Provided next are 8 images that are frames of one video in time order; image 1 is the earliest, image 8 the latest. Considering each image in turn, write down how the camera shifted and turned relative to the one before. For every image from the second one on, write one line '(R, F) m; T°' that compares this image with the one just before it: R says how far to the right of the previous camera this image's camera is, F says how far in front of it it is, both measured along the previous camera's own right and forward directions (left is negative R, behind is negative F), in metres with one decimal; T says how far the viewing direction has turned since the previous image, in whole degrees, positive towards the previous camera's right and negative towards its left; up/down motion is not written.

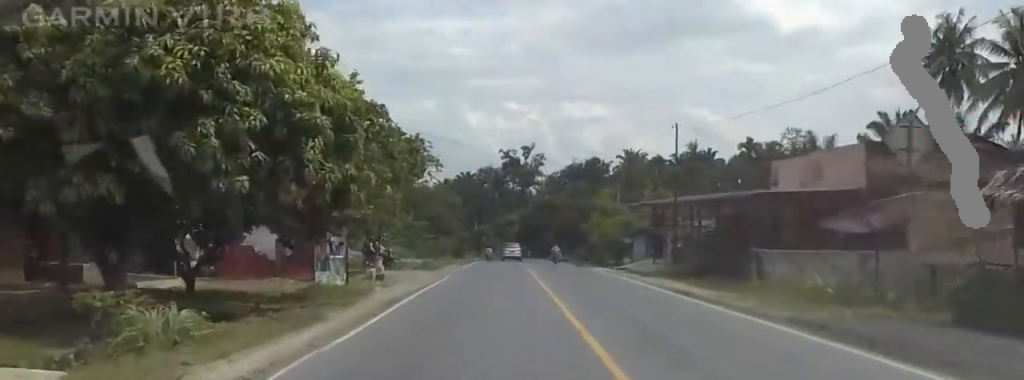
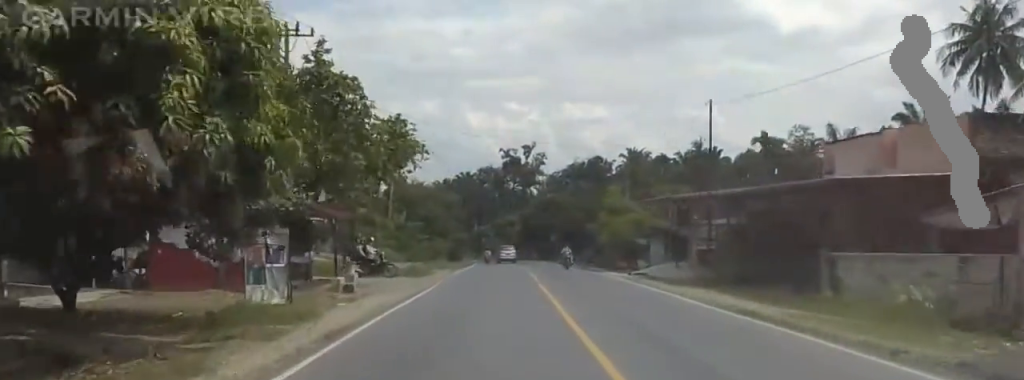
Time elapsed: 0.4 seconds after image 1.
(+0.2, +6.0) m; -1°
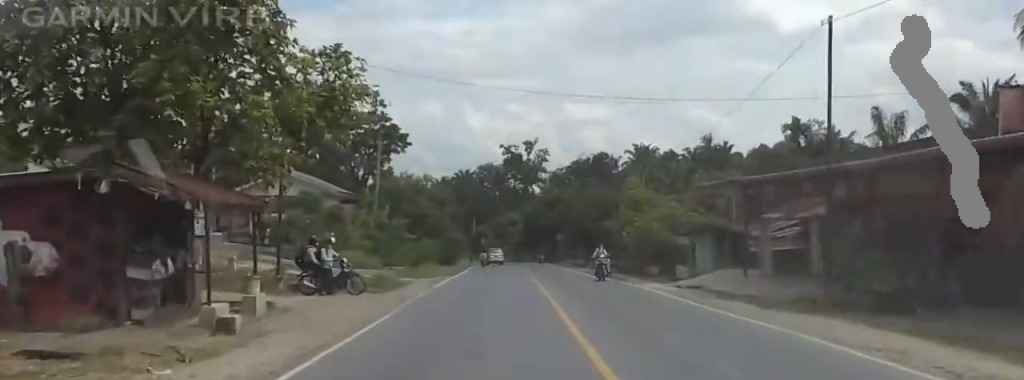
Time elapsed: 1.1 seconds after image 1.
(-0.6, +10.7) m; 0°
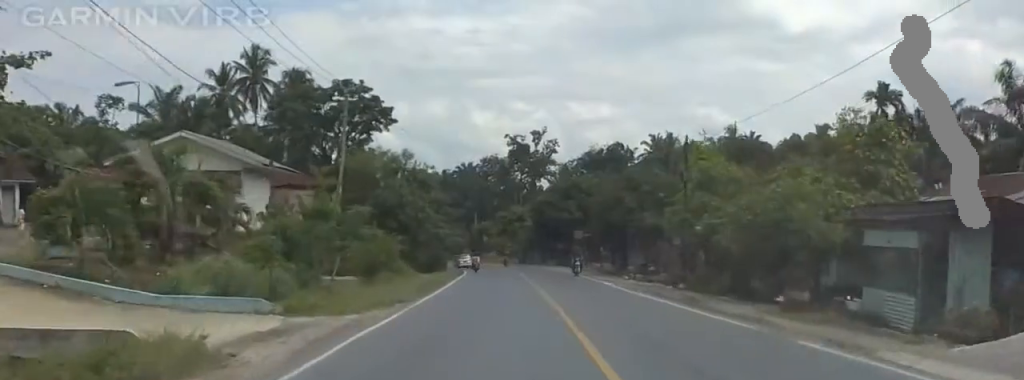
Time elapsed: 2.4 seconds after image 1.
(+0.5, +19.7) m; -4°
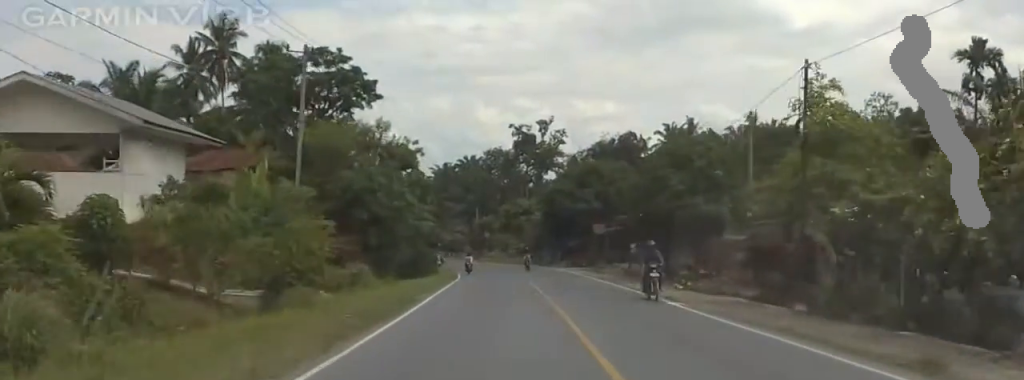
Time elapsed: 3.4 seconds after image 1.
(-1.8, +13.7) m; -11°
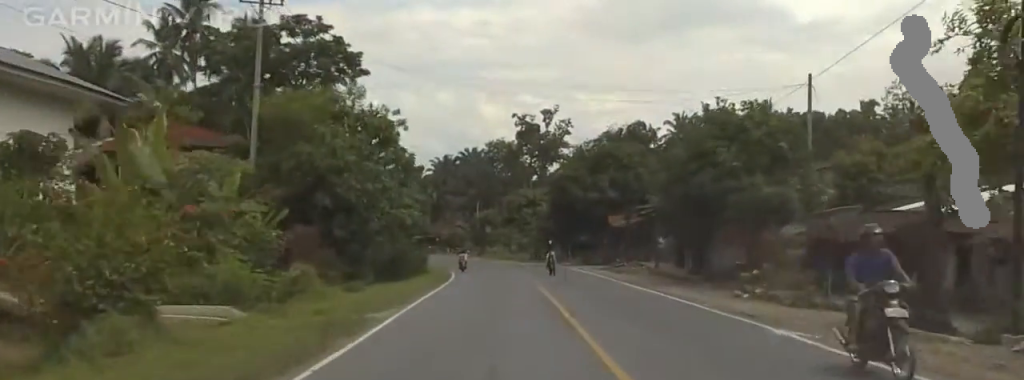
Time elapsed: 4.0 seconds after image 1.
(-0.7, +8.9) m; -2°
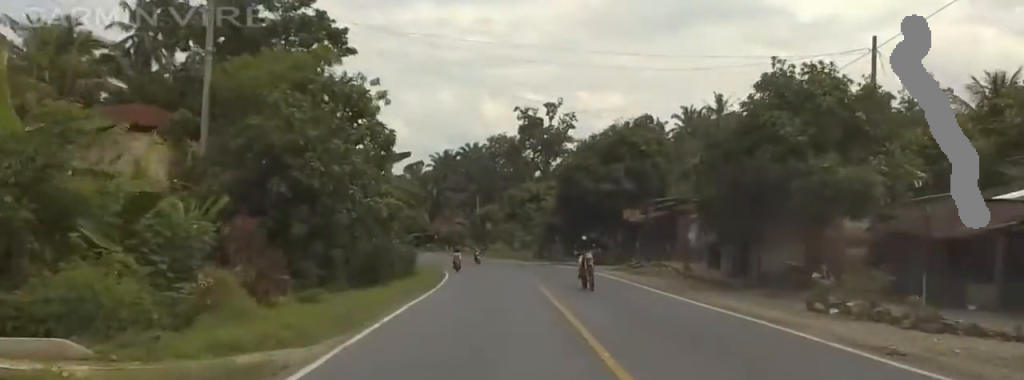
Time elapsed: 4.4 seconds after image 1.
(-0.5, +6.5) m; 0°
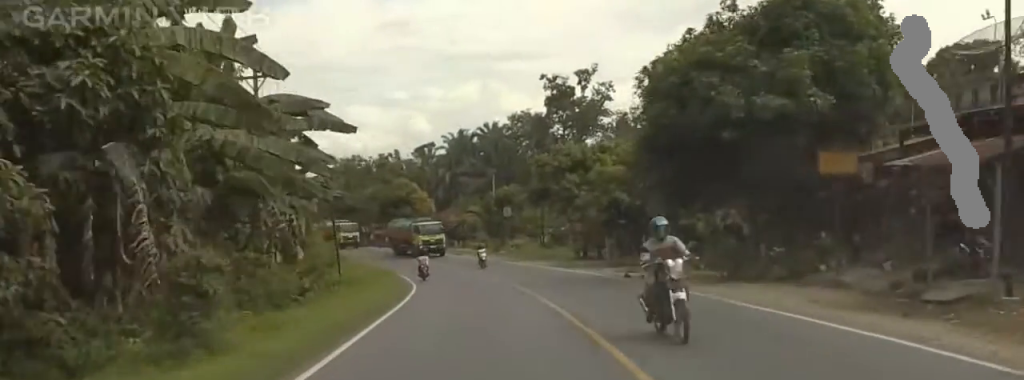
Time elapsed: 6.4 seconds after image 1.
(0.0, +29.4) m; -3°
